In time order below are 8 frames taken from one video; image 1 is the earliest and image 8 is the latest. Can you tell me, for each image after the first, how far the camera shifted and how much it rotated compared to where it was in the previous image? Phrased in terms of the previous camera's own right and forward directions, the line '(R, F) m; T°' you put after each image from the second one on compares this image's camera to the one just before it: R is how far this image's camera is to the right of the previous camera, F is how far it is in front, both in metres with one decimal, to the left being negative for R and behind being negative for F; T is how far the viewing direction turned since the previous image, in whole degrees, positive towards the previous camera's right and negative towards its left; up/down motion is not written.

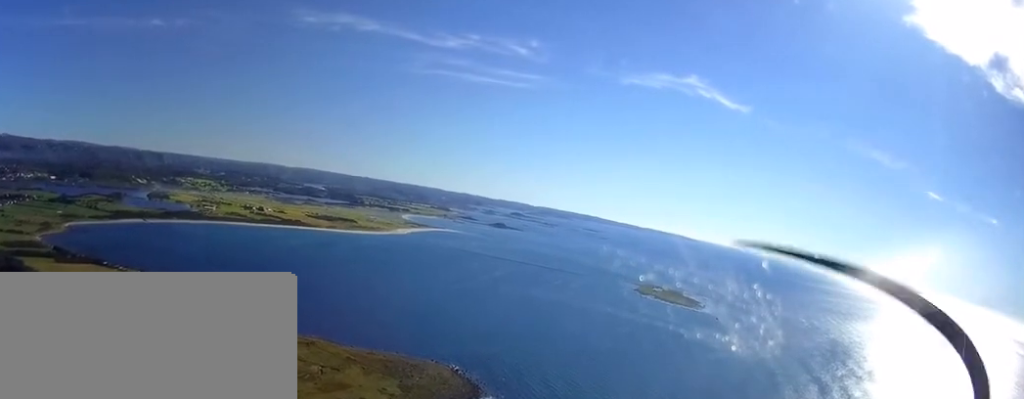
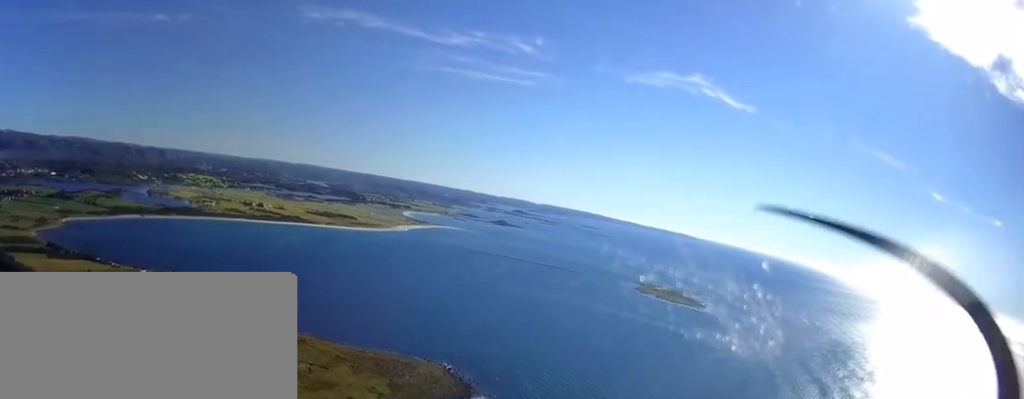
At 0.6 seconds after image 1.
(0.0, +23.9) m; 0°
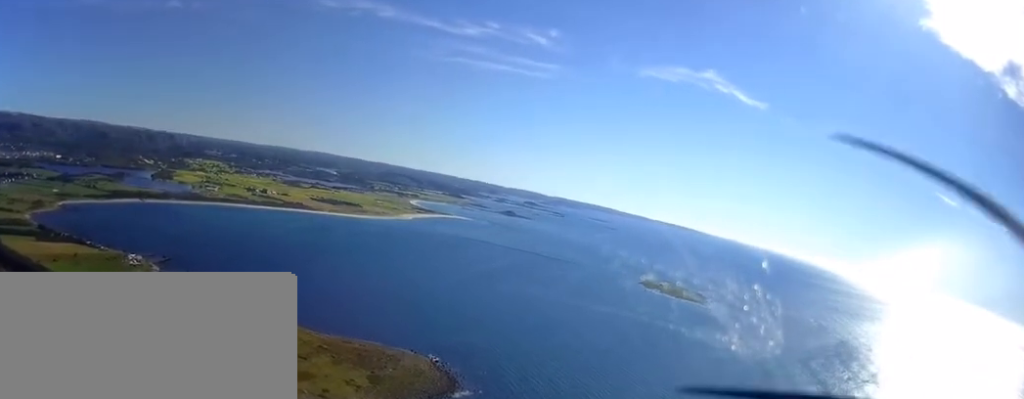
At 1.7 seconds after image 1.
(-0.4, +49.2) m; -1°
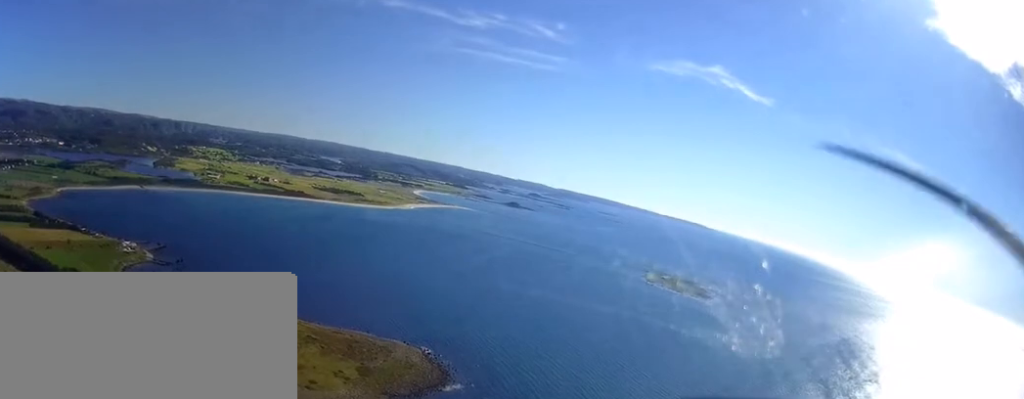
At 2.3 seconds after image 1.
(-0.2, +23.9) m; -1°
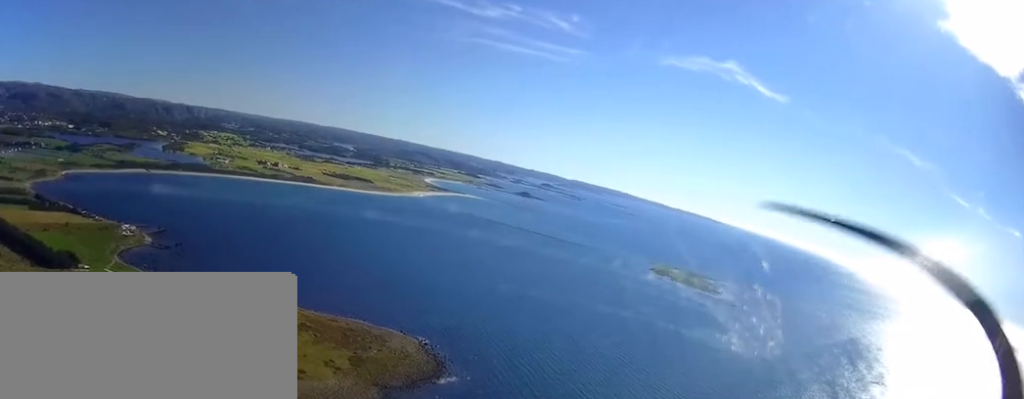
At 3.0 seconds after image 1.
(-0.2, +29.5) m; -1°
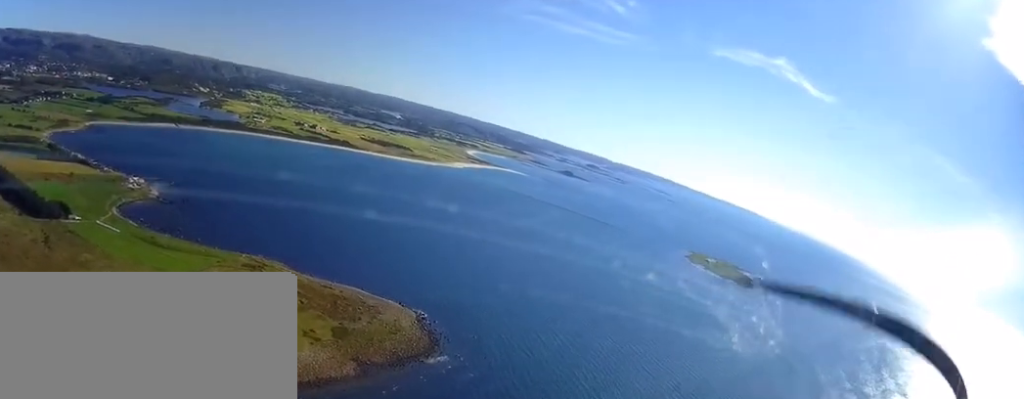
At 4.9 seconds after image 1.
(-2.2, +81.5) m; -3°
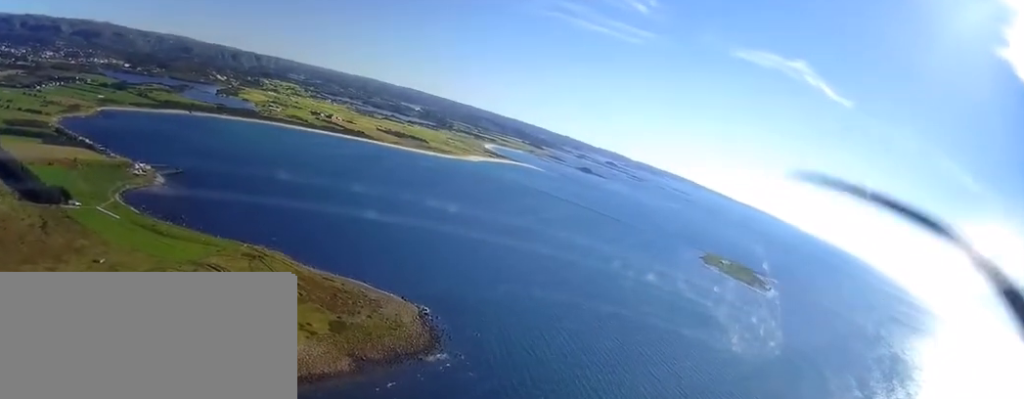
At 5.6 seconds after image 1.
(-0.3, +26.8) m; -2°
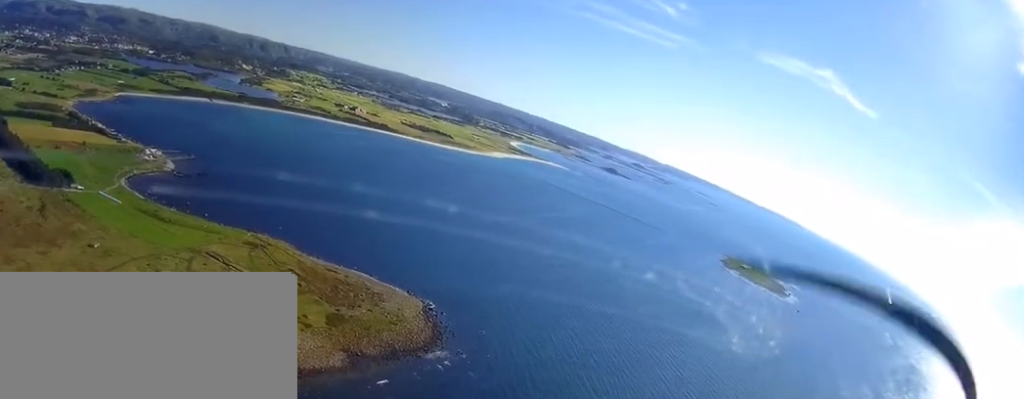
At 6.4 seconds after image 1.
(-0.8, +35.4) m; -2°
